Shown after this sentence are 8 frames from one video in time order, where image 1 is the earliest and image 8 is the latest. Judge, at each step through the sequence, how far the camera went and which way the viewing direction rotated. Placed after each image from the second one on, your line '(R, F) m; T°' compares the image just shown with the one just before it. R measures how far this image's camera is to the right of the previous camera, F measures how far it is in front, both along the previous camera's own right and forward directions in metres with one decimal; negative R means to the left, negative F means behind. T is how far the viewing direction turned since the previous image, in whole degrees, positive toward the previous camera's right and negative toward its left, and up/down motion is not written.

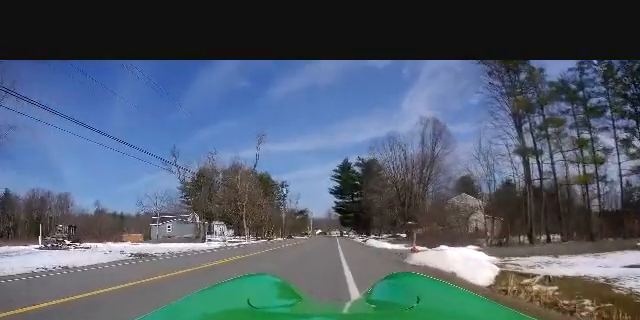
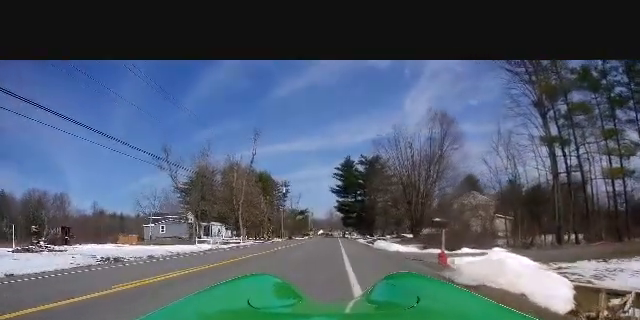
(+0.2, +3.6) m; 0°
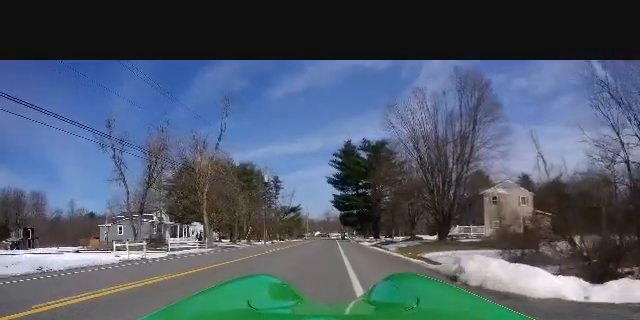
(0.0, +13.9) m; +3°
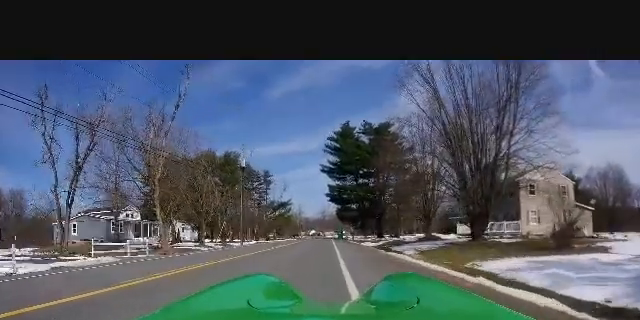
(0.0, +10.5) m; -1°
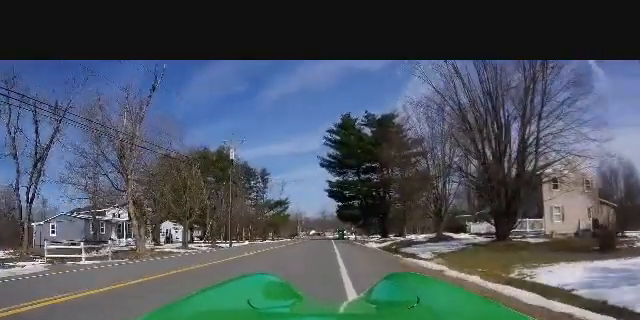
(0.0, +4.4) m; -2°
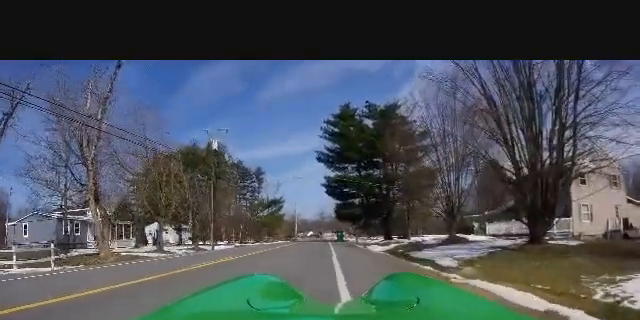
(-0.3, +4.5) m; -1°
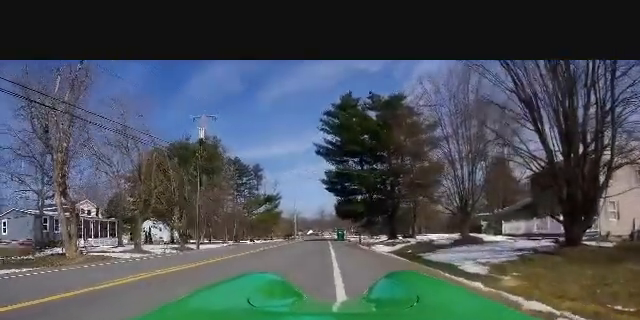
(0.0, +3.4) m; 0°
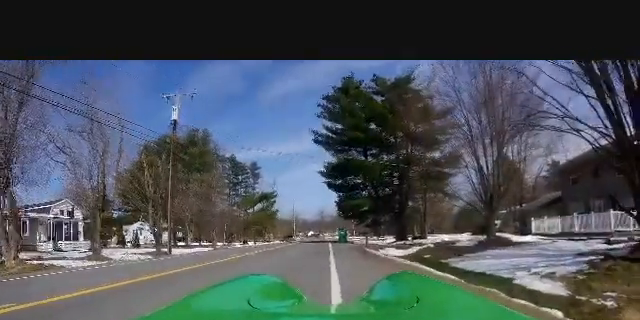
(+0.1, +4.9) m; +2°
